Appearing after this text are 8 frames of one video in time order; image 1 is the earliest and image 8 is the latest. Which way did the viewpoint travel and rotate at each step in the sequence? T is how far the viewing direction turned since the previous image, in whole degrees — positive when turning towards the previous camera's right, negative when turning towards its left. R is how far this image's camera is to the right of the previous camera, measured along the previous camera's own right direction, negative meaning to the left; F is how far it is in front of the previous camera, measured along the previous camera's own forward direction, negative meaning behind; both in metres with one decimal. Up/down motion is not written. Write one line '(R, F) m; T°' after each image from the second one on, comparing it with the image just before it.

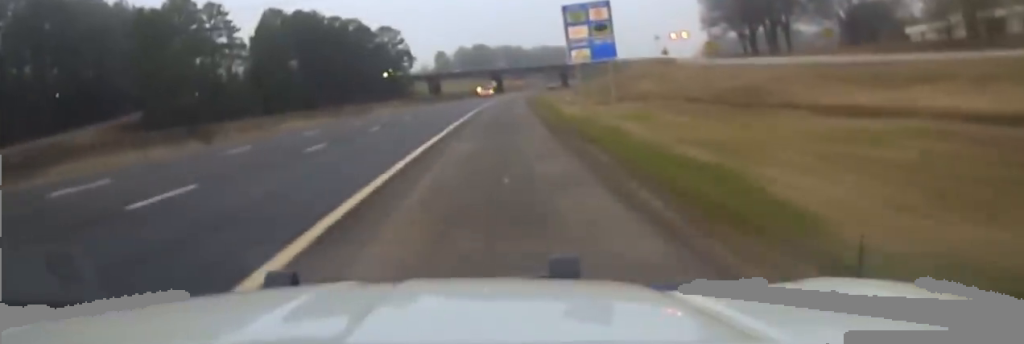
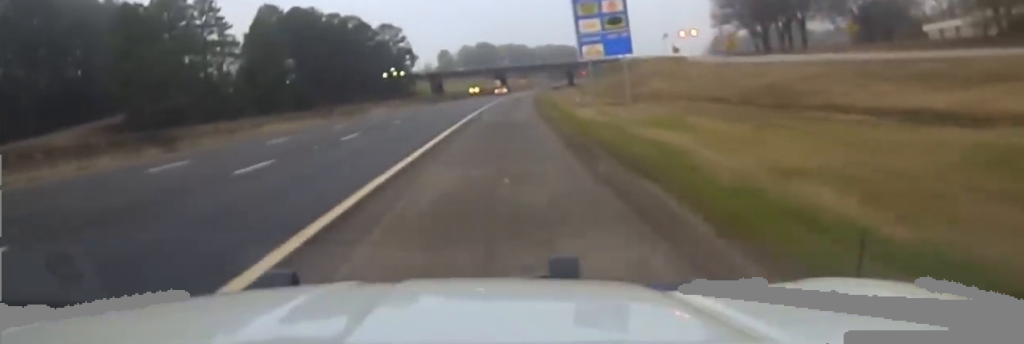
(-0.1, +7.4) m; -1°
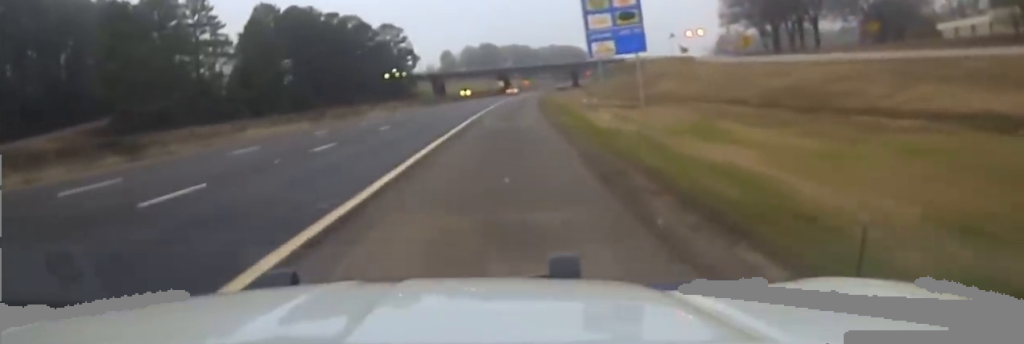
(0.0, +5.7) m; 0°
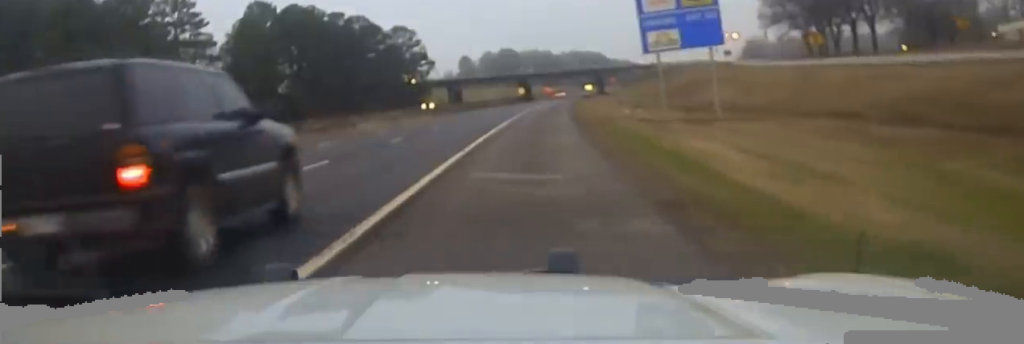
(-0.2, +18.1) m; -2°
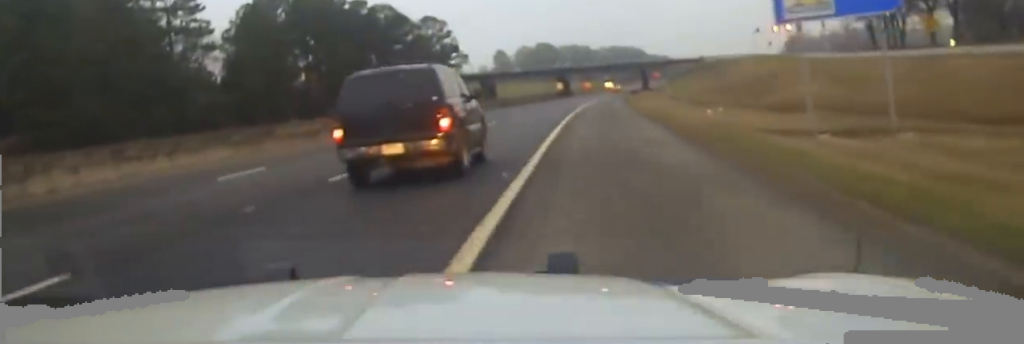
(-0.1, +13.5) m; -1°
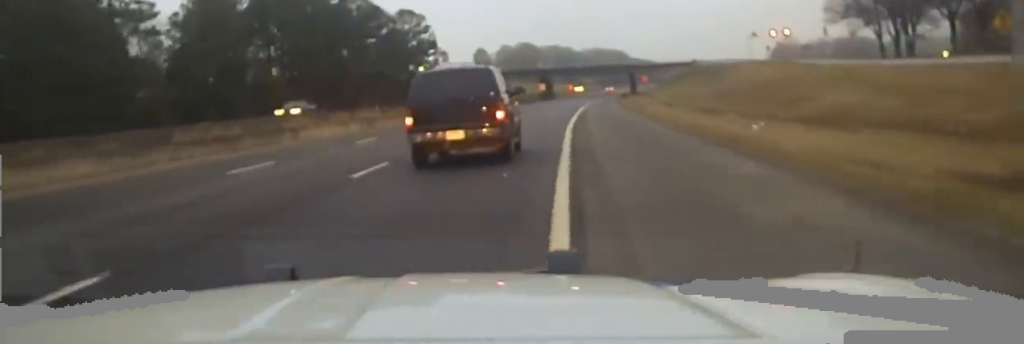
(-0.1, +11.8) m; 0°
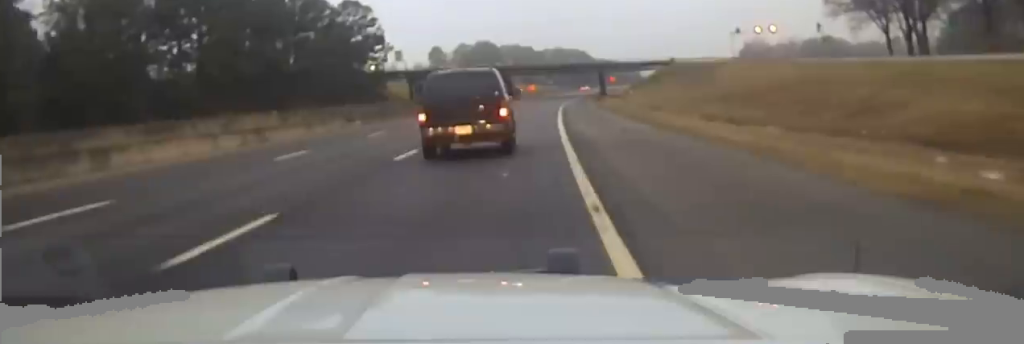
(+0.4, +19.7) m; +2°
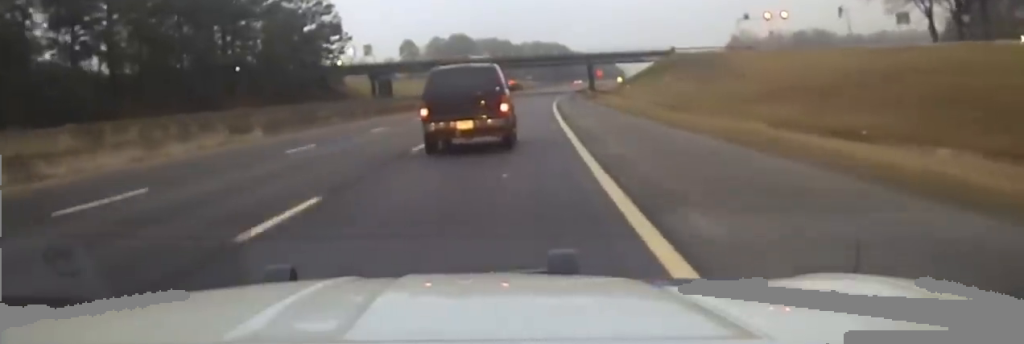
(+0.5, +21.9) m; +2°
